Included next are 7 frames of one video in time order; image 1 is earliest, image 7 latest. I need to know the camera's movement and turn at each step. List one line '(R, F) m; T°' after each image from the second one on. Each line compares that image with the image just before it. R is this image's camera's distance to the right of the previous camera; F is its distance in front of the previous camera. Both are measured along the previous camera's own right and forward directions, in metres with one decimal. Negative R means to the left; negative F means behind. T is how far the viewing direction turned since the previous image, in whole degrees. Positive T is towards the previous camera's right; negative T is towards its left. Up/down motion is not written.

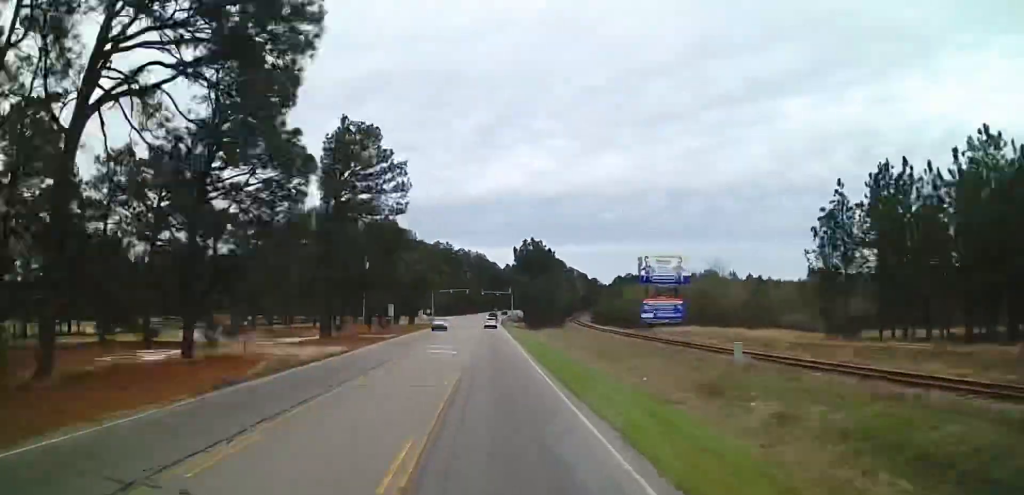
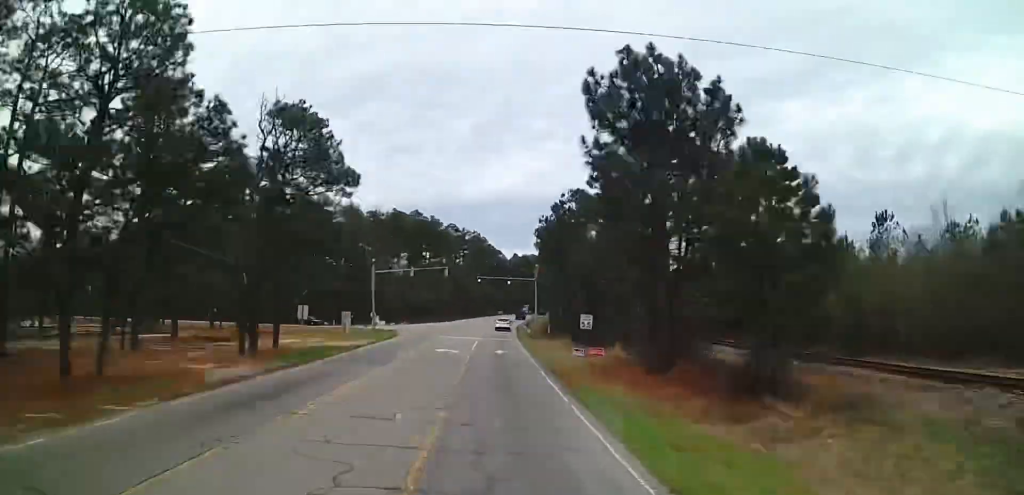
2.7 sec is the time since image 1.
(-0.6, +62.5) m; +1°
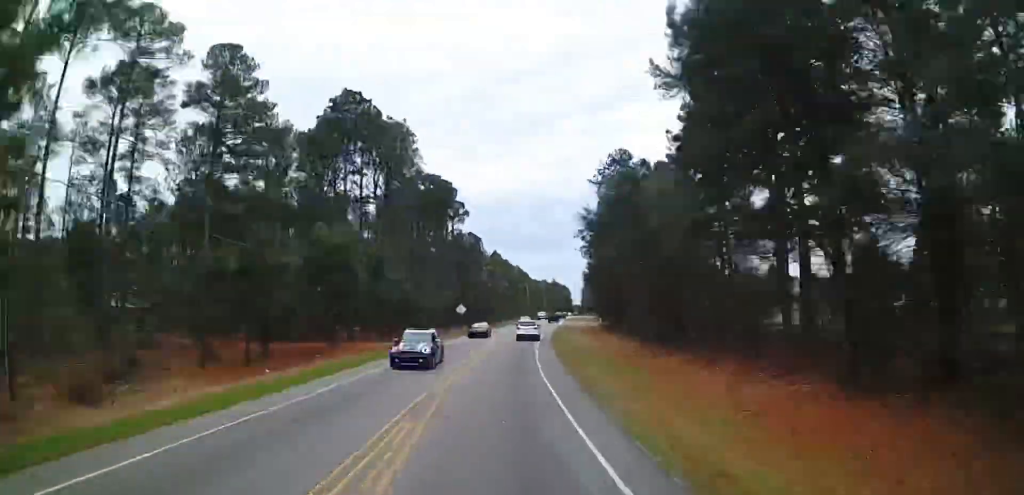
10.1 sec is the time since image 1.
(+13.8, +174.0) m; +12°
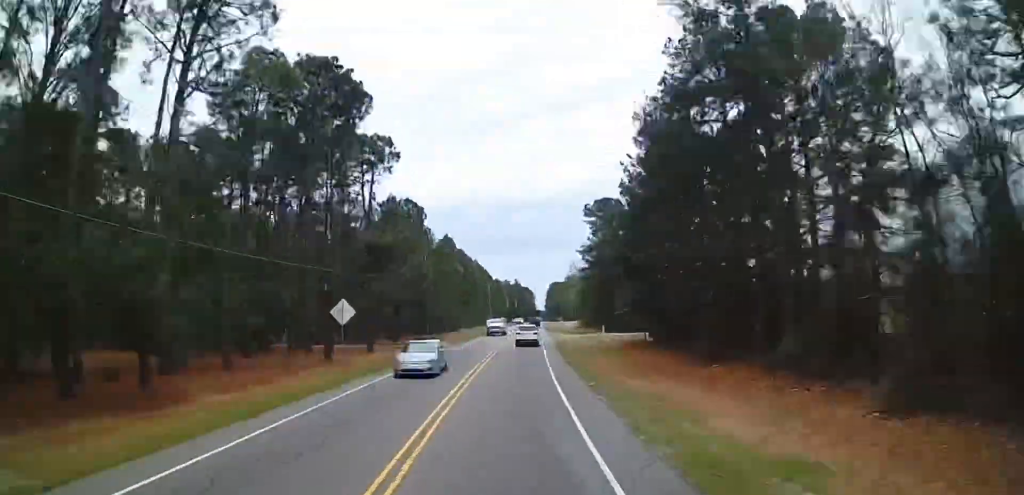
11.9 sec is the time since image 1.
(+1.6, +38.9) m; +3°
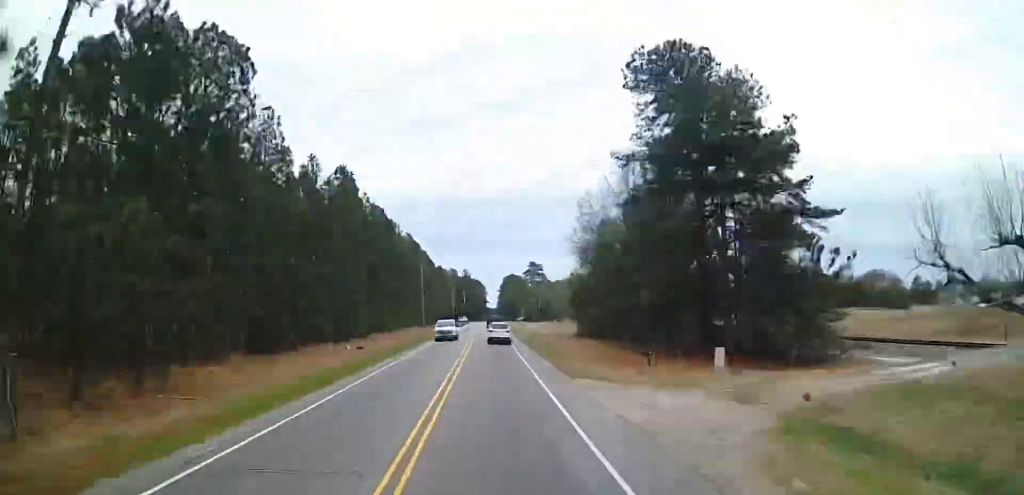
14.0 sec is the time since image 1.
(+2.7, +47.2) m; +3°
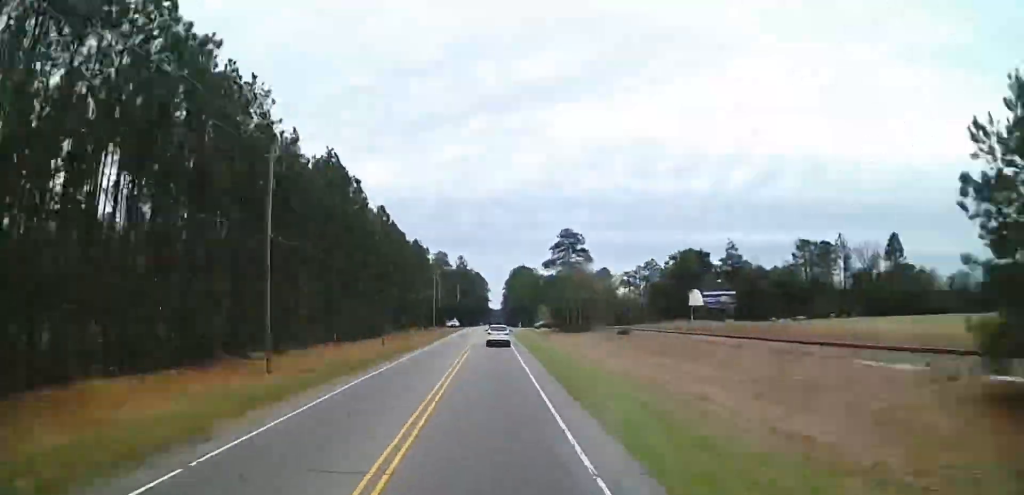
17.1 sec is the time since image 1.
(+2.2, +65.1) m; +2°
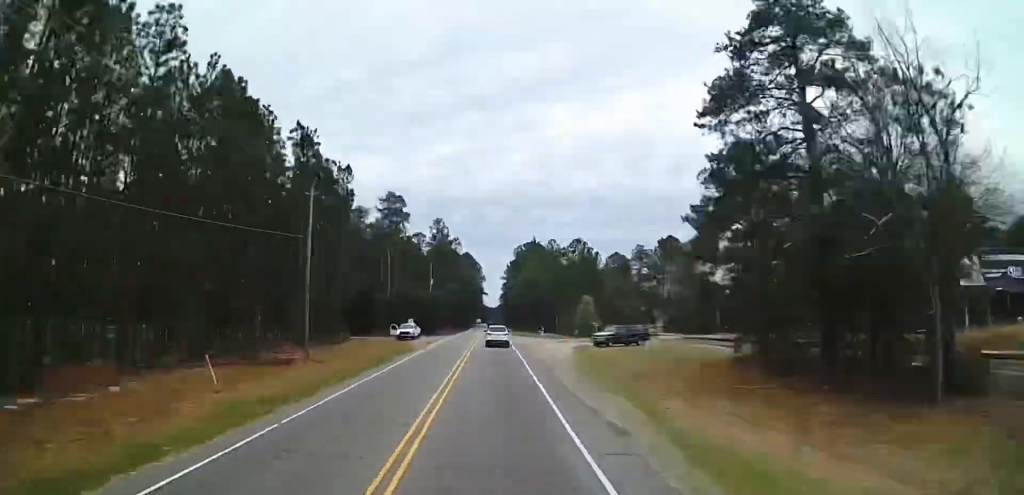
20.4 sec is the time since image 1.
(+1.0, +67.7) m; +1°
